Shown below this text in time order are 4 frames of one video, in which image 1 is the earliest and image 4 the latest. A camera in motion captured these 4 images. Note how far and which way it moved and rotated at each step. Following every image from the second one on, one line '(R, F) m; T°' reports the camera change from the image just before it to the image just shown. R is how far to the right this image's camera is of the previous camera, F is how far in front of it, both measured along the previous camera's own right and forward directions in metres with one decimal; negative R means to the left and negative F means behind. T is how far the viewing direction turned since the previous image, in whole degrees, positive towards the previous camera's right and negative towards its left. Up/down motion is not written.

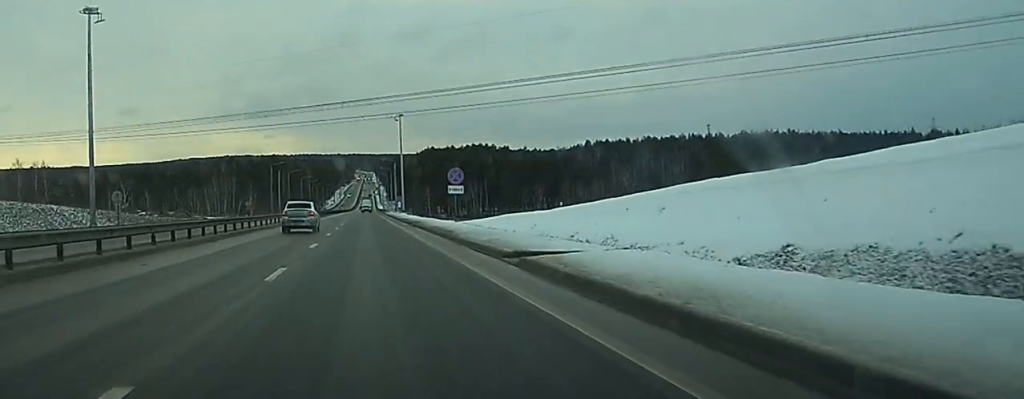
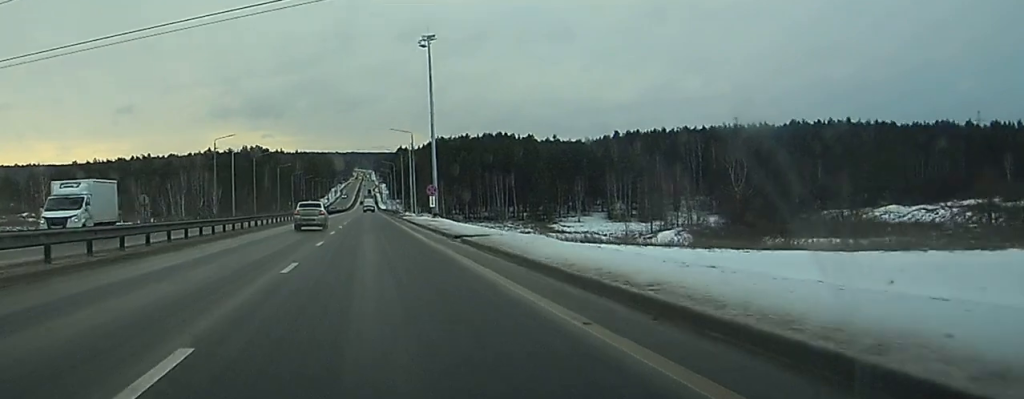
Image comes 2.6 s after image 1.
(-0.1, +69.4) m; 0°
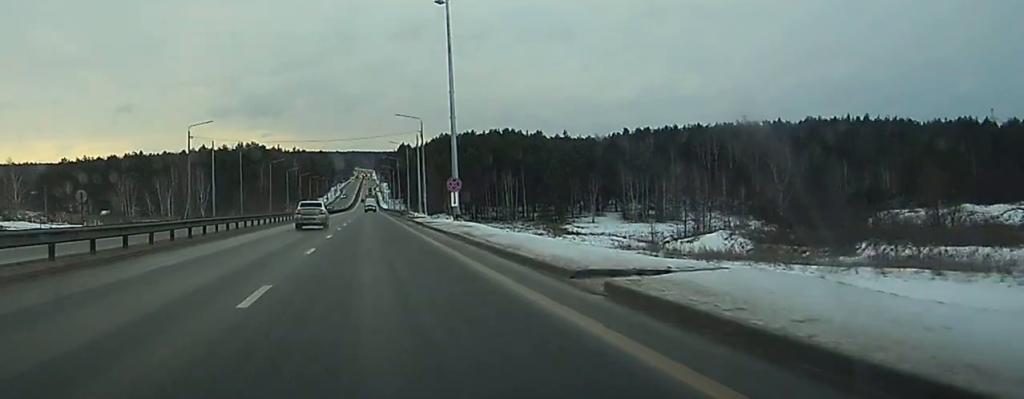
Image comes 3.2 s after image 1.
(0.0, +18.1) m; 0°
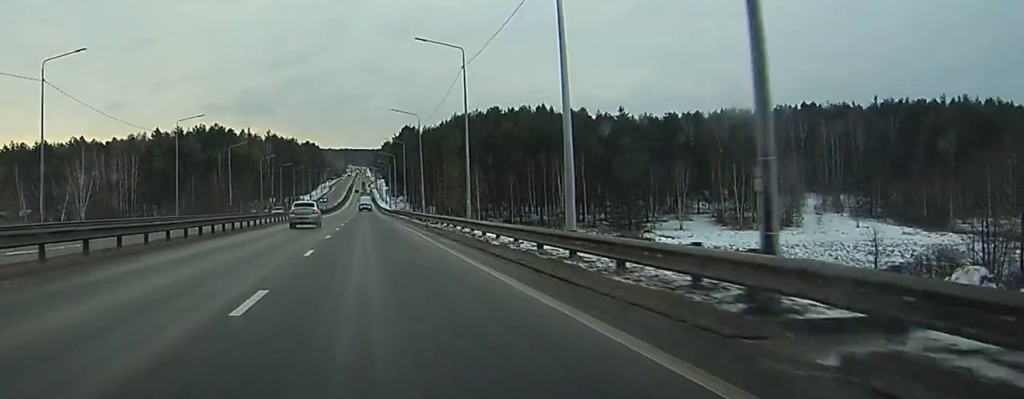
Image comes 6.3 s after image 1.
(+0.2, +83.8) m; 0°
